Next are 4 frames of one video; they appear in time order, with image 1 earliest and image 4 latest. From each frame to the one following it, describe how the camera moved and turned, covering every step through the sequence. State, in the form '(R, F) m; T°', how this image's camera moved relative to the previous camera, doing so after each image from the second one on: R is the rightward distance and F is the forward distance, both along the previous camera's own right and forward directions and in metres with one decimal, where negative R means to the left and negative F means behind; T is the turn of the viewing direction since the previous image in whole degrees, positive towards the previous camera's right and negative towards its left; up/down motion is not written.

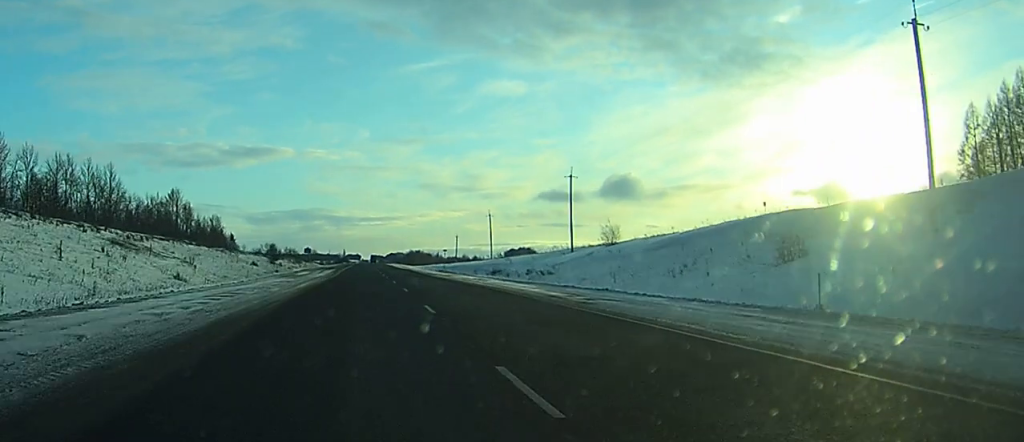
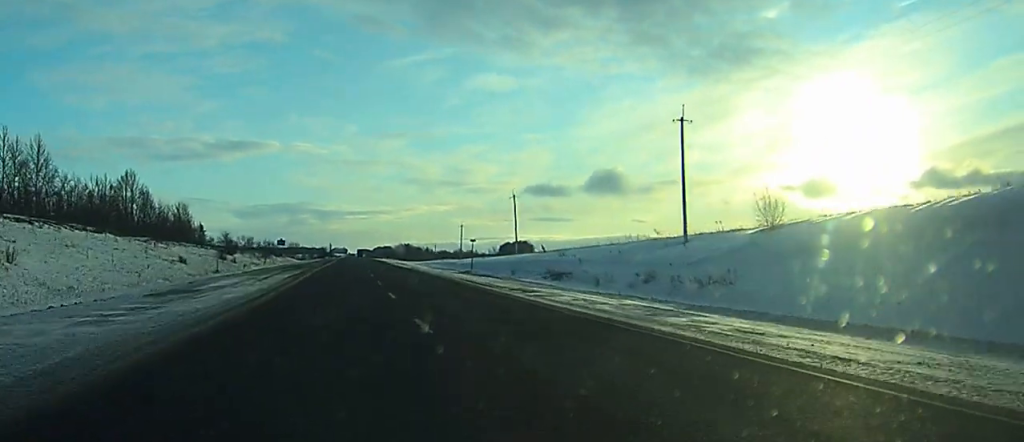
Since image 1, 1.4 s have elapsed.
(+0.3, +40.3) m; +1°
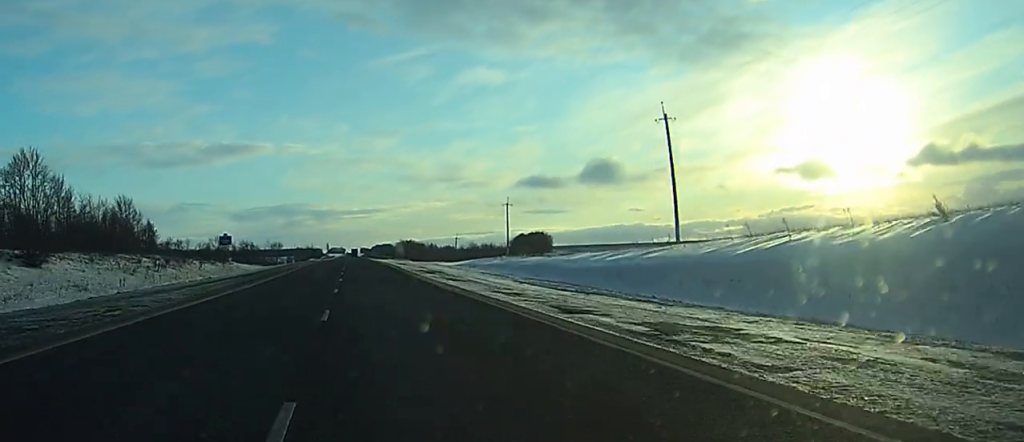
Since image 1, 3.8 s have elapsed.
(+1.0, +69.5) m; +1°
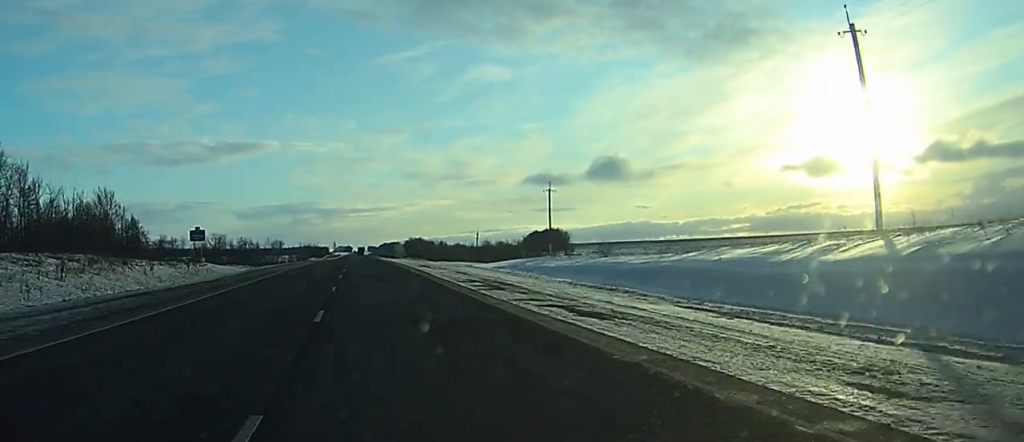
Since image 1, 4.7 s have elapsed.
(-0.1, +24.5) m; -1°
